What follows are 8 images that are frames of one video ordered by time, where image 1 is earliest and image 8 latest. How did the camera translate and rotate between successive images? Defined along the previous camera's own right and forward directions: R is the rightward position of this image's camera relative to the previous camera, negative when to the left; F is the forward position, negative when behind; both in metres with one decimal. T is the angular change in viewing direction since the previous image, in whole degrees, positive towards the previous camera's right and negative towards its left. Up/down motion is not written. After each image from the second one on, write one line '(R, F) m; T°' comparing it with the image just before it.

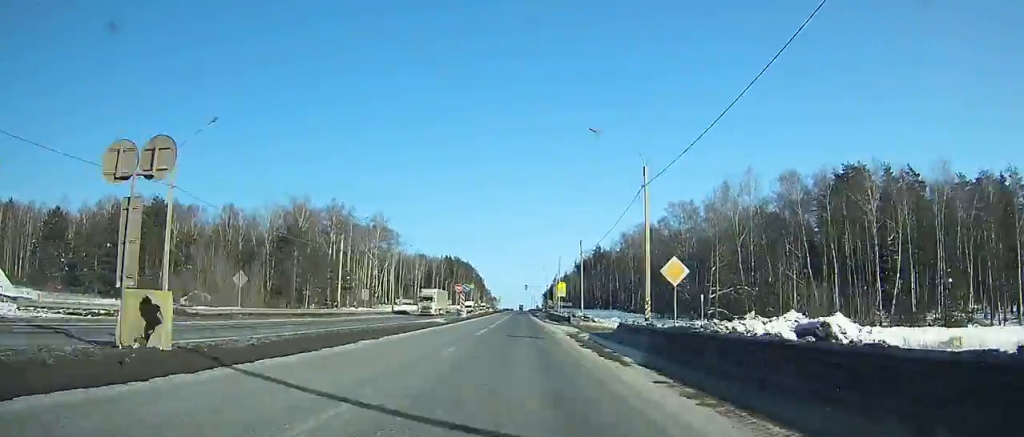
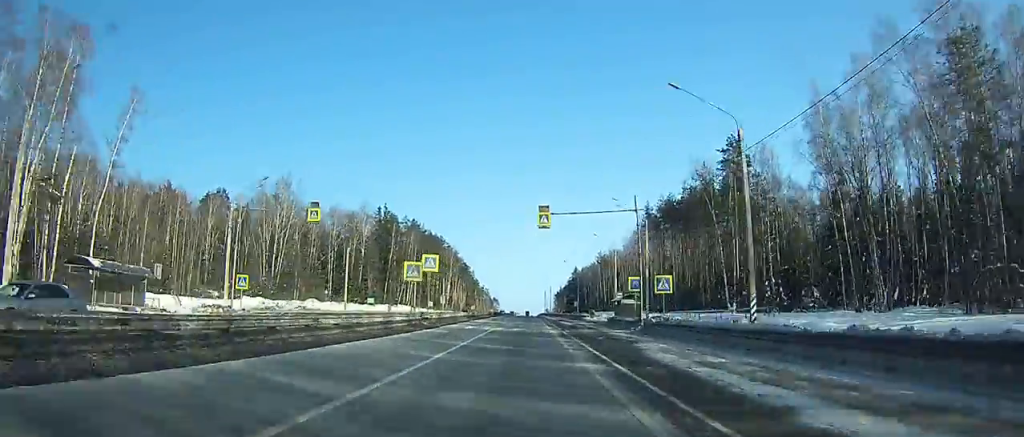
(+0.1, +144.5) m; 0°
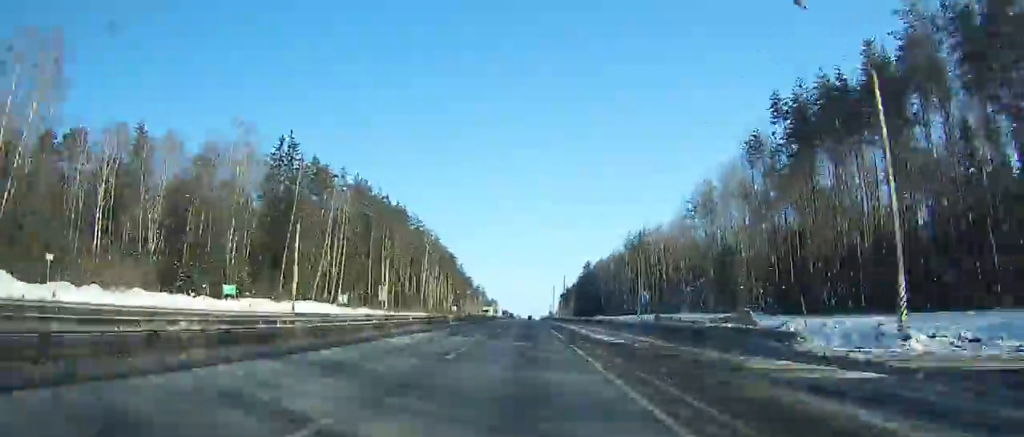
(+0.1, +61.6) m; 0°
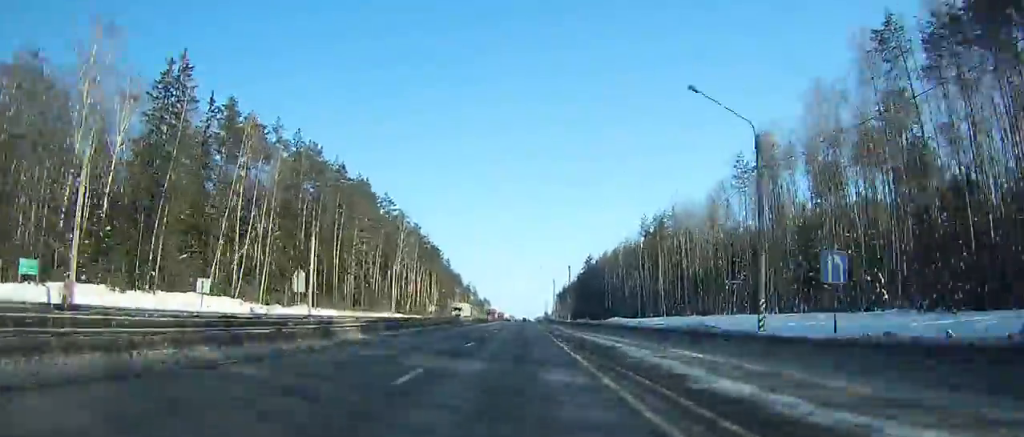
(0.0, +29.1) m; 0°
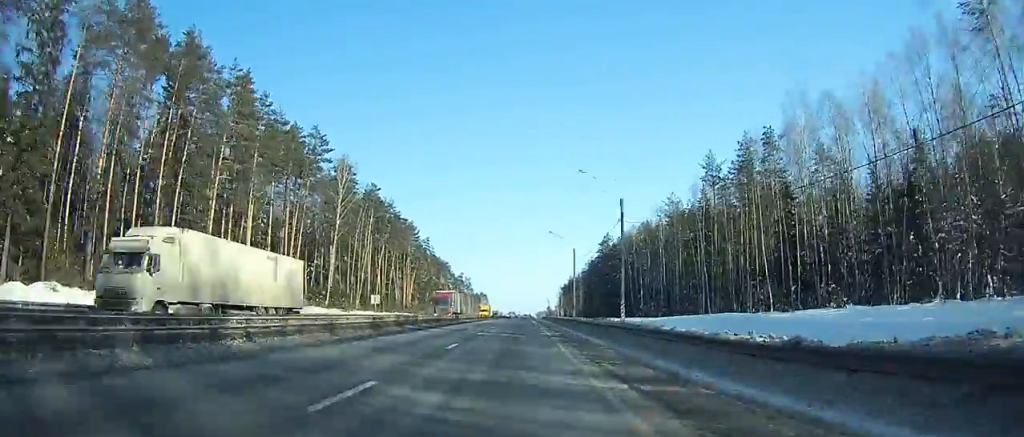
(0.0, +50.3) m; 0°
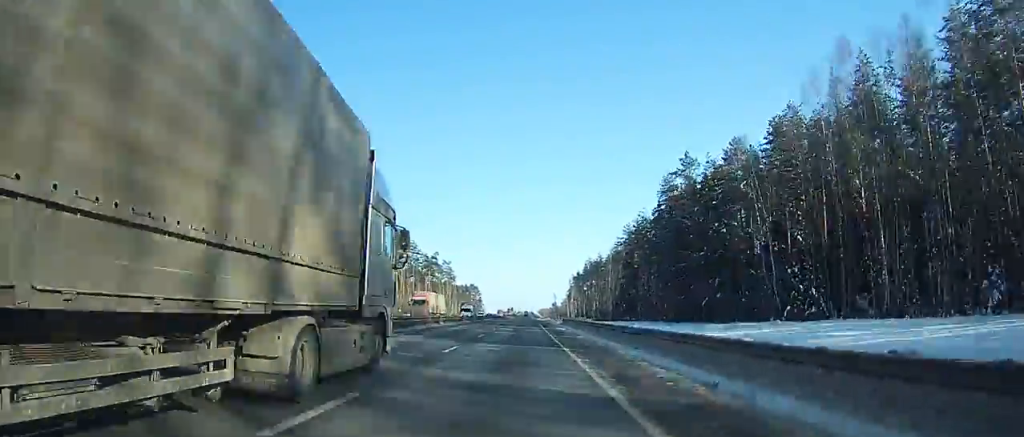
(-0.6, +97.4) m; 0°
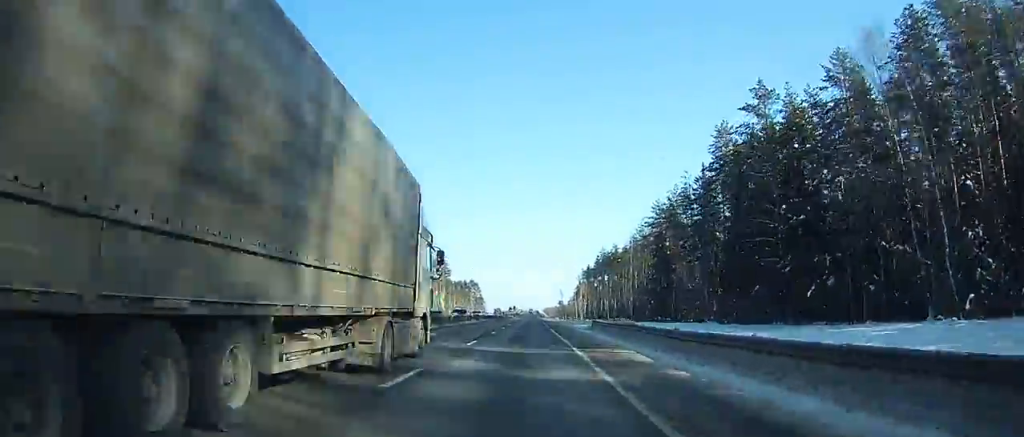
(0.0, +31.9) m; 0°
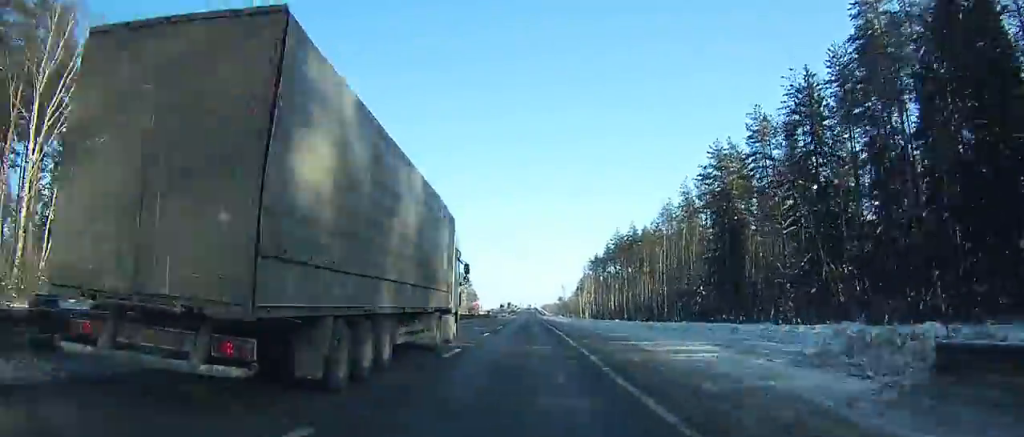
(+0.1, +42.7) m; 0°
